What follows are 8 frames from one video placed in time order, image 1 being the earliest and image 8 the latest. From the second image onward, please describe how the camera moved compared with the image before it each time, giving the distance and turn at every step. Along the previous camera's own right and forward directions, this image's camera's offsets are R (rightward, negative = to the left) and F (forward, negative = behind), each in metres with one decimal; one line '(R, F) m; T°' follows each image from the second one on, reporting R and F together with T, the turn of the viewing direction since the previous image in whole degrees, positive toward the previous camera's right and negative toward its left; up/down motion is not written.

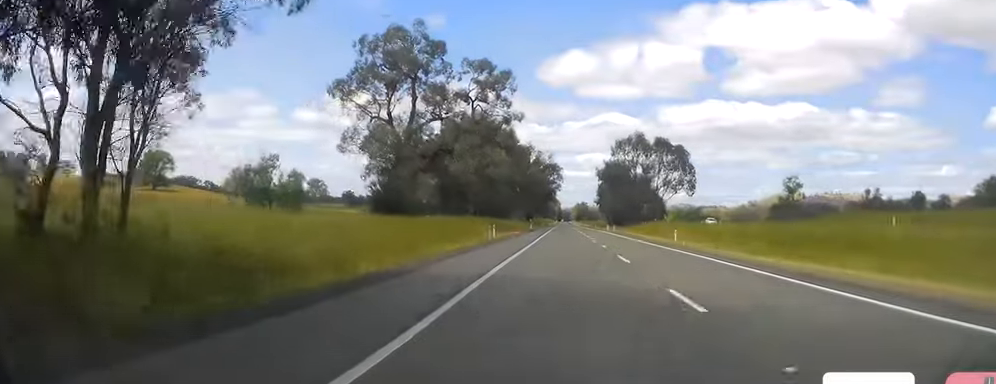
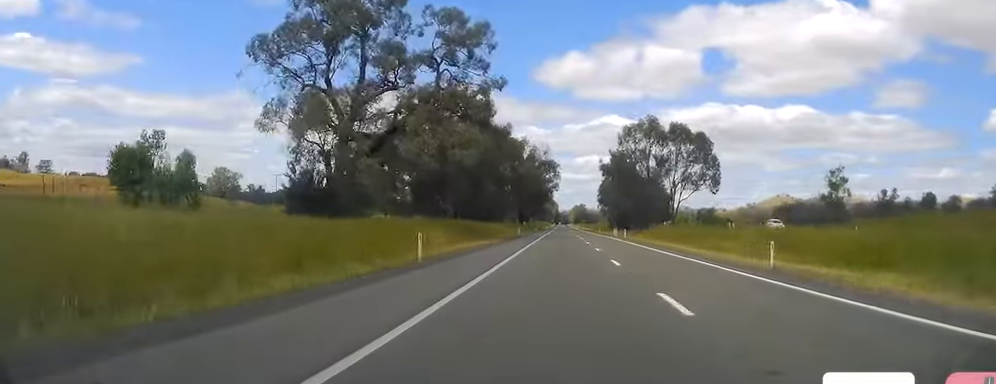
(-0.1, +24.2) m; 0°
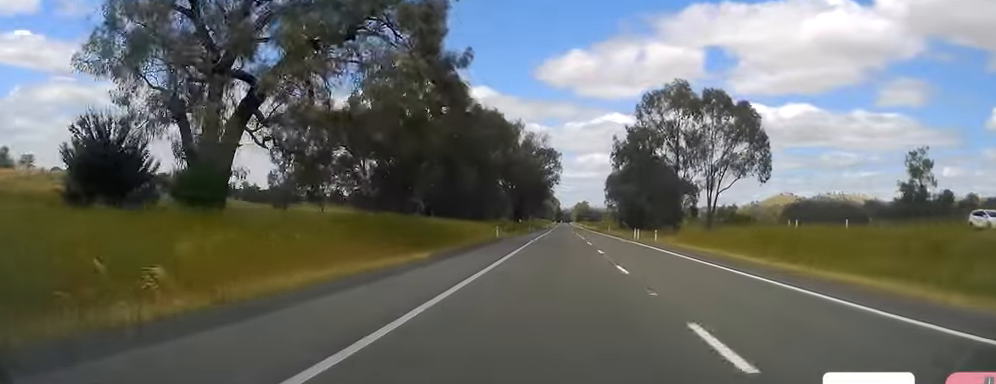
(-0.1, +28.0) m; 0°
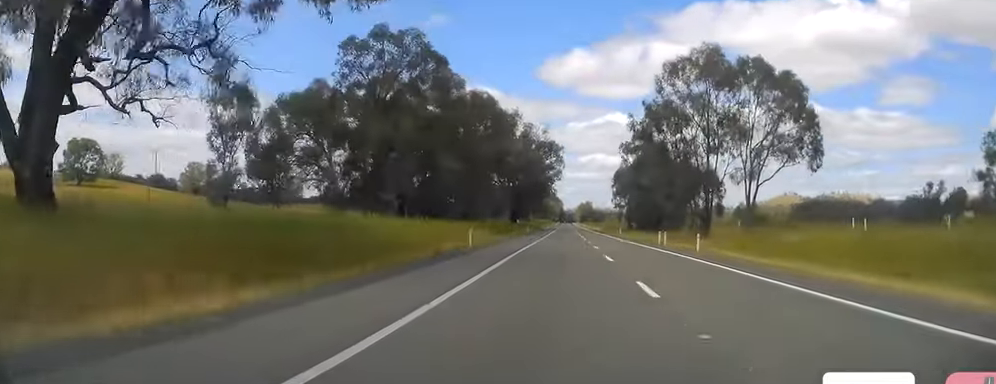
(+0.6, +17.4) m; 0°
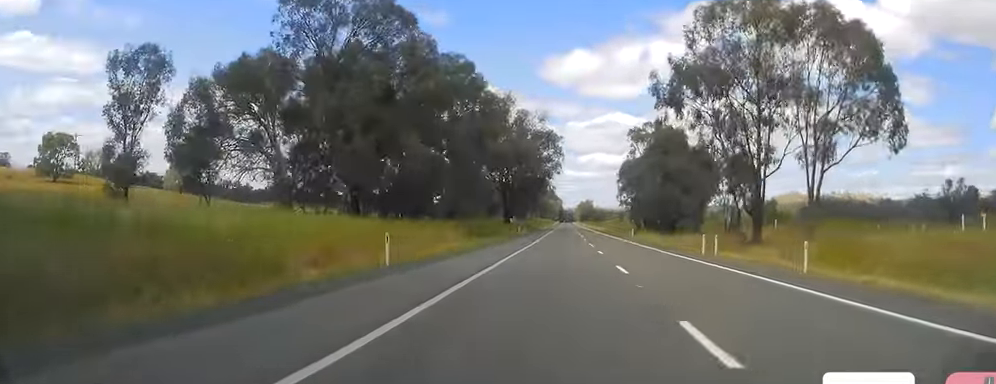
(-0.7, +18.4) m; -1°
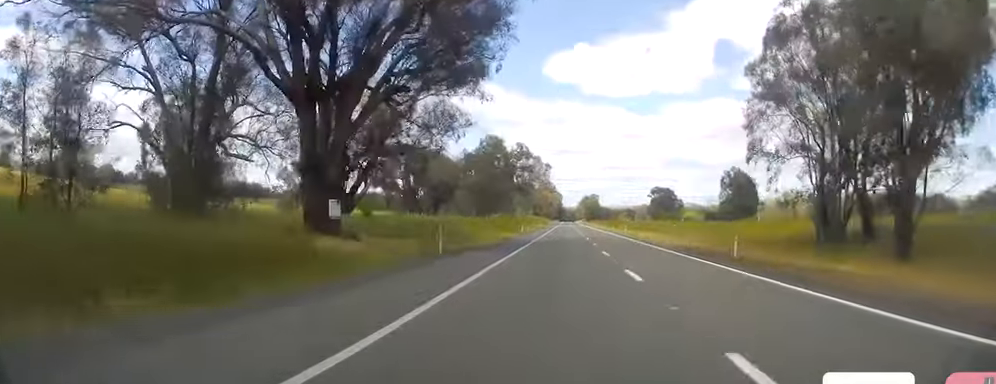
(+1.2, +110.6) m; 0°
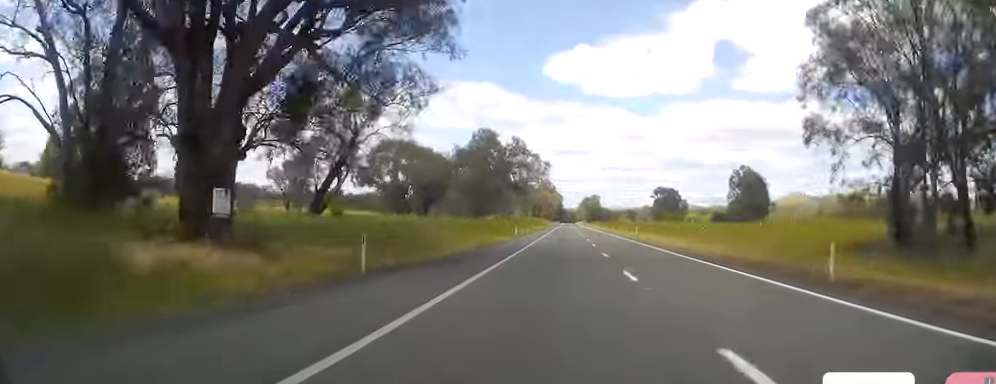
(+0.3, +11.6) m; 0°
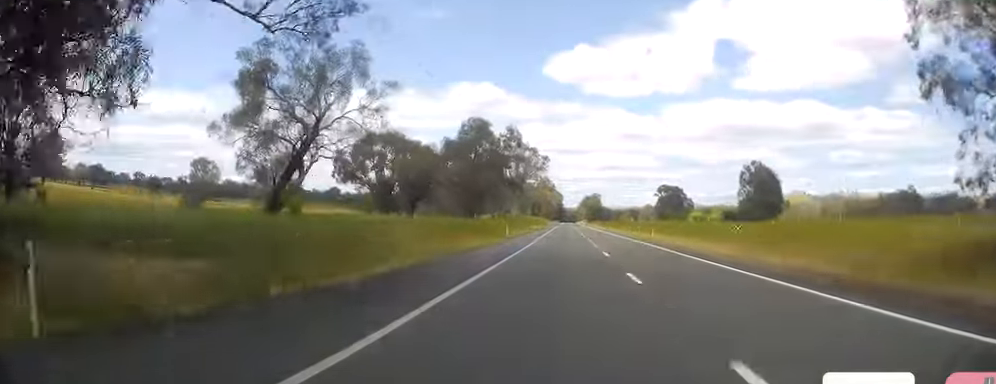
(-0.1, +12.6) m; 0°
